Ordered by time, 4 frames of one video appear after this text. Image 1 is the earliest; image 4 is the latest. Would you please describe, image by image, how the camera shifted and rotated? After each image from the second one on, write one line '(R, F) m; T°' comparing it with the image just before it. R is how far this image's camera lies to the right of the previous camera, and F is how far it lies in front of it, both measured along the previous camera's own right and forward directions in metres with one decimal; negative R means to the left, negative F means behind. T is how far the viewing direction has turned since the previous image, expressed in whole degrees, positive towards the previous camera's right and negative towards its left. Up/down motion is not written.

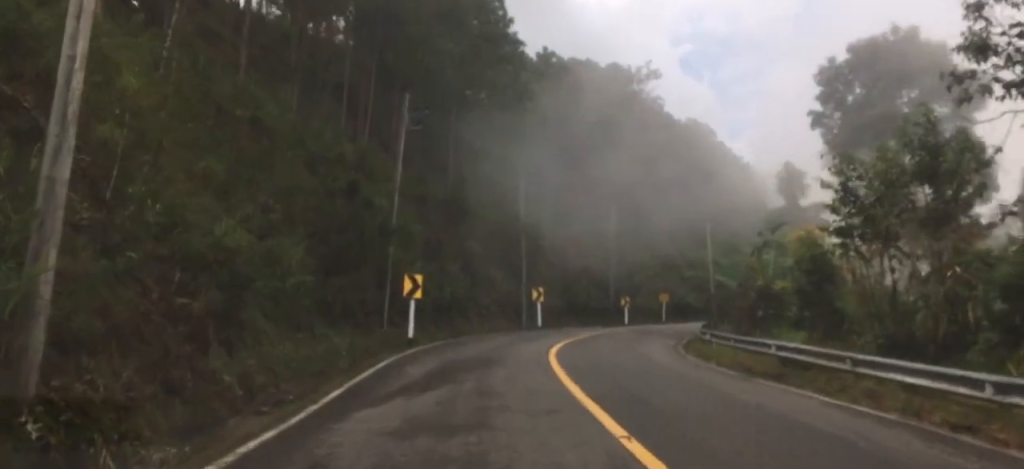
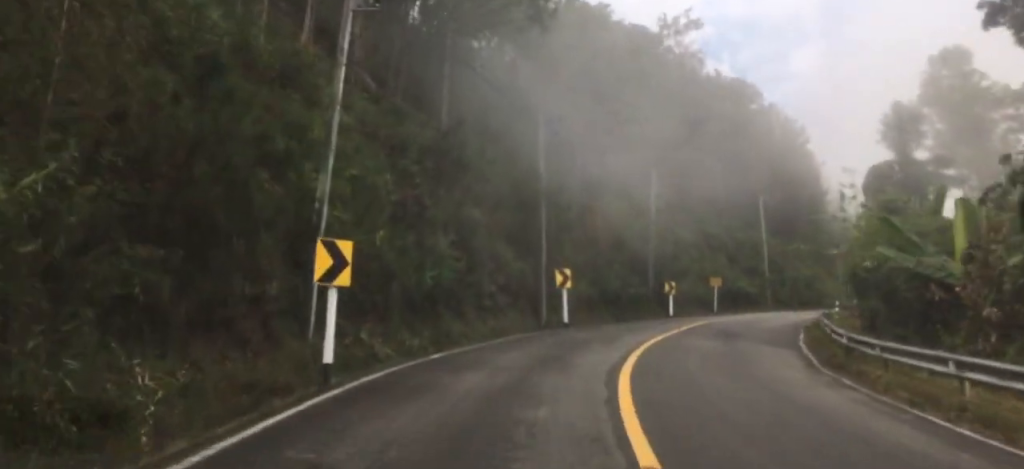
(-1.8, +12.4) m; -4°
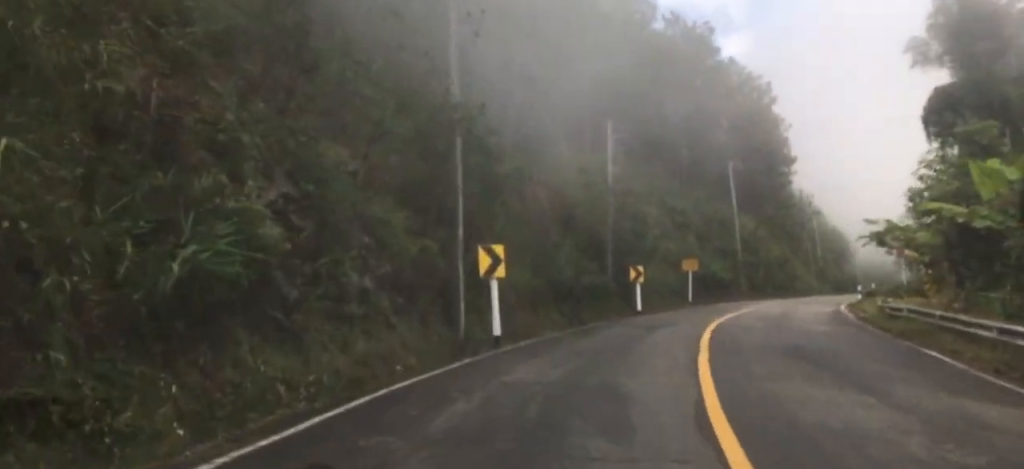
(+3.0, +12.4) m; +12°
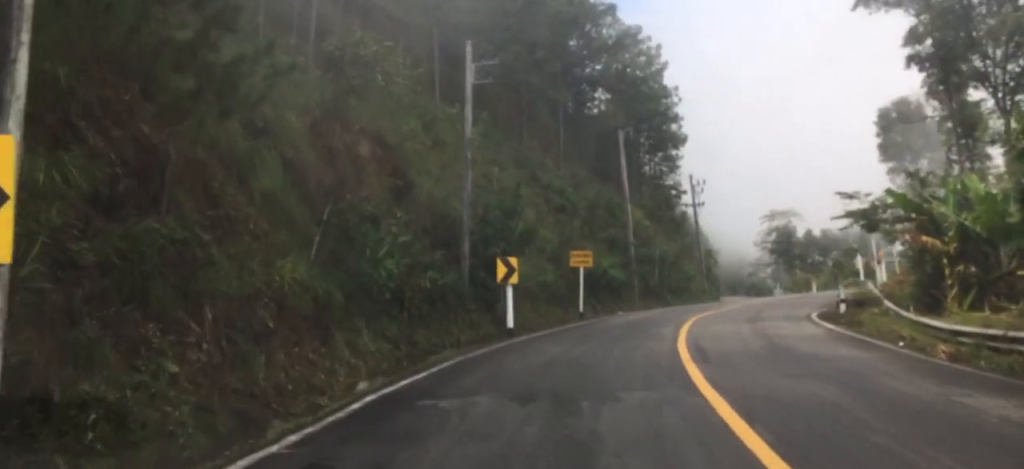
(-0.7, +14.5) m; +2°
